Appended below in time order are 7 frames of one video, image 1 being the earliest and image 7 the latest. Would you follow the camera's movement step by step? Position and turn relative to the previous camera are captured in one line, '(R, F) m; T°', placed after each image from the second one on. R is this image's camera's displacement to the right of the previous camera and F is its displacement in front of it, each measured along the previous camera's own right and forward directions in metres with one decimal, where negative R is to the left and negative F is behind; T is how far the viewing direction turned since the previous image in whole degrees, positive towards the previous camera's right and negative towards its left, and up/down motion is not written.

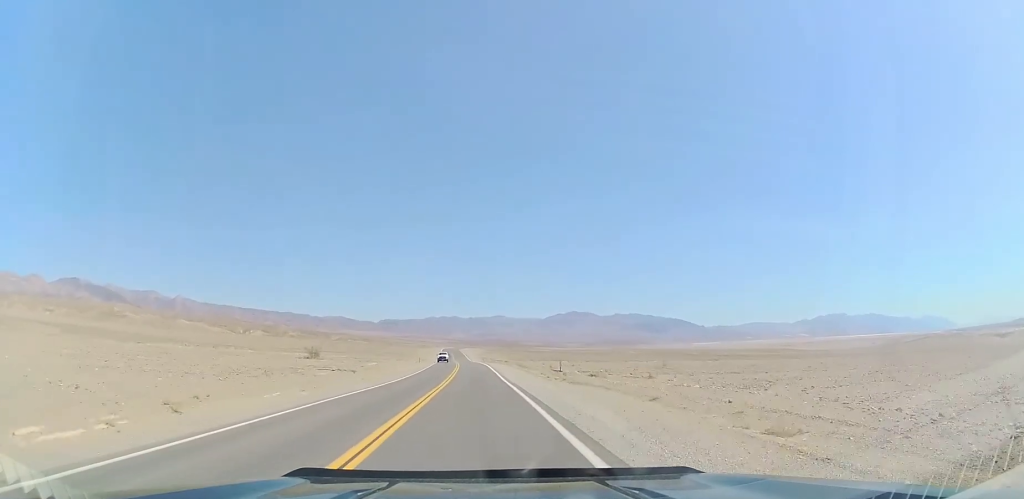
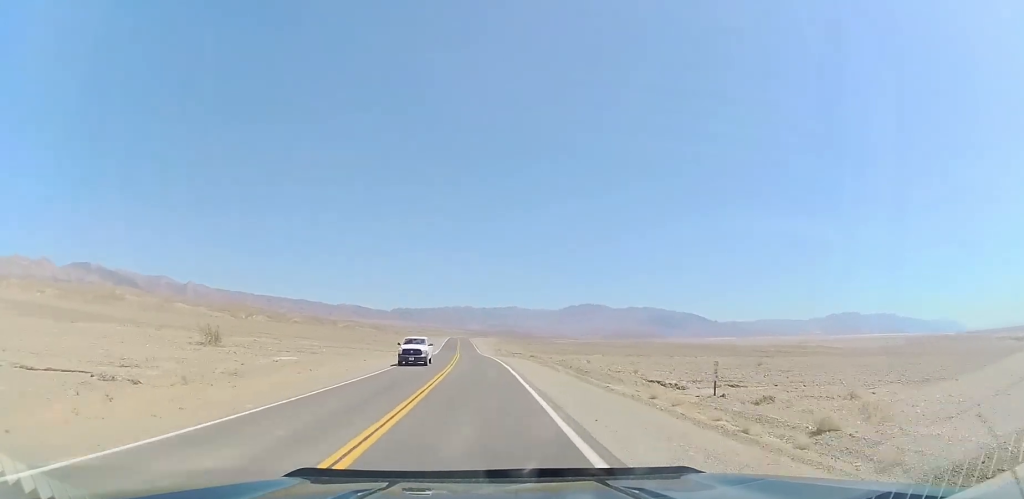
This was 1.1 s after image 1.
(-0.9, +31.4) m; -1°
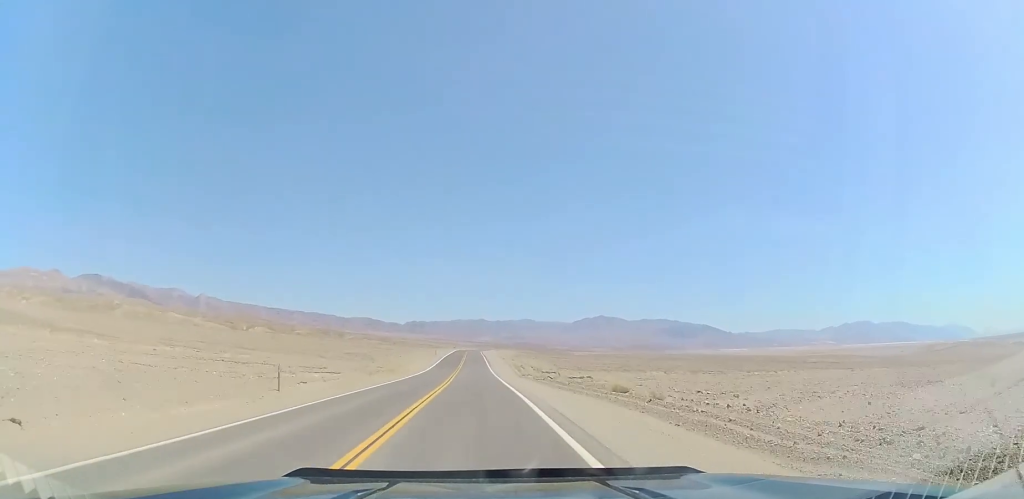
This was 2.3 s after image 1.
(-0.1, +36.1) m; -1°
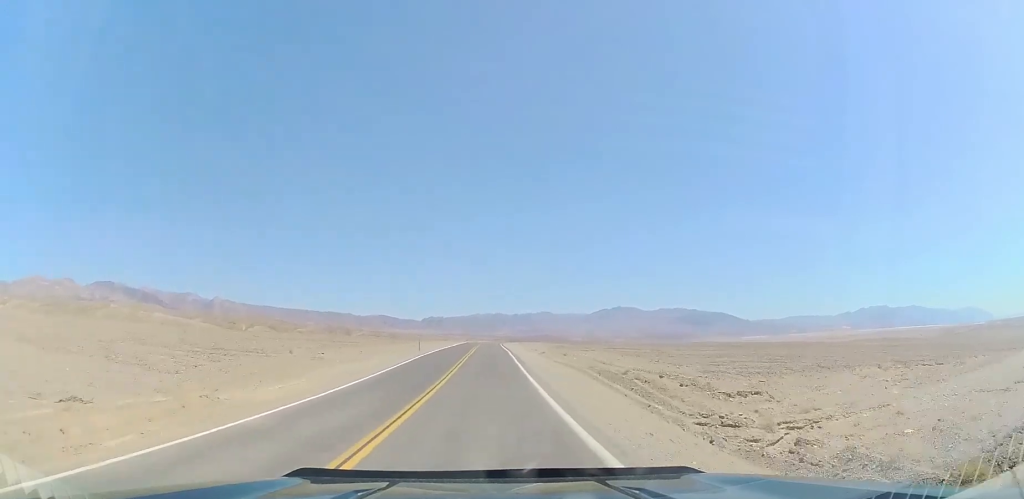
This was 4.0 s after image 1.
(-1.4, +48.5) m; -3°
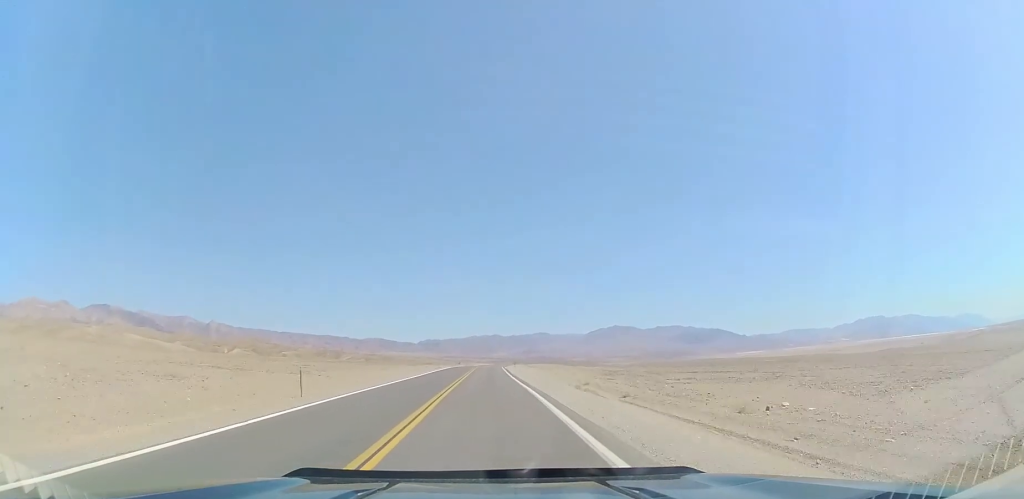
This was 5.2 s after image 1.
(+0.1, +36.9) m; +1°
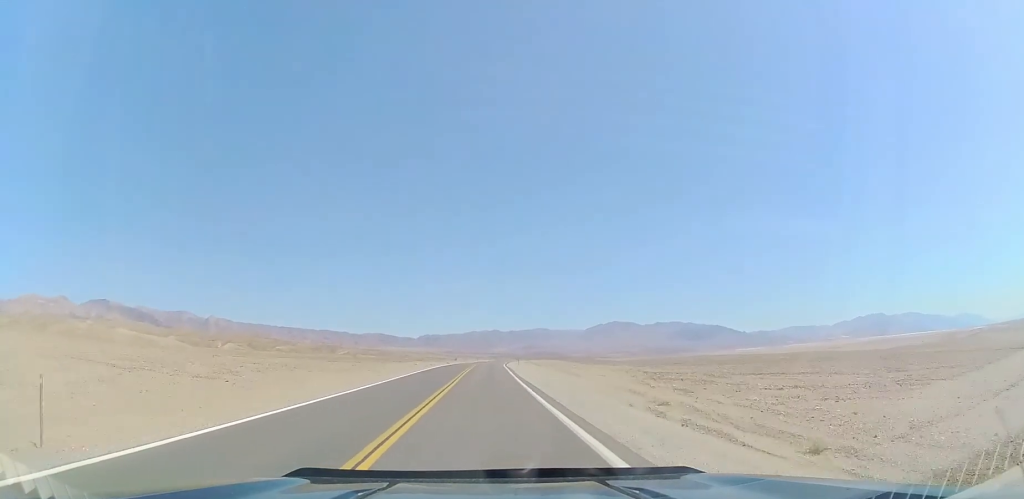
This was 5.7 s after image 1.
(+0.2, +14.7) m; 0°
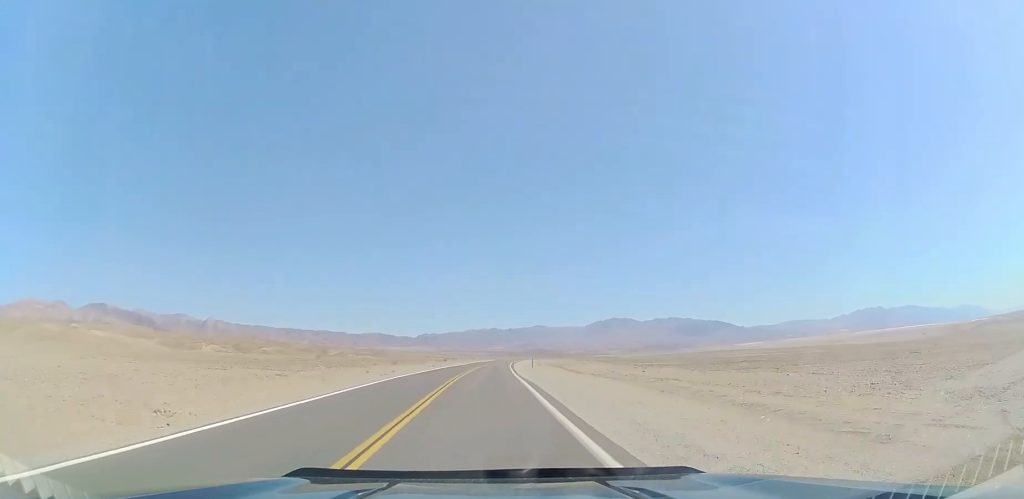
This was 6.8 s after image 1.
(-0.3, +31.2) m; 0°
